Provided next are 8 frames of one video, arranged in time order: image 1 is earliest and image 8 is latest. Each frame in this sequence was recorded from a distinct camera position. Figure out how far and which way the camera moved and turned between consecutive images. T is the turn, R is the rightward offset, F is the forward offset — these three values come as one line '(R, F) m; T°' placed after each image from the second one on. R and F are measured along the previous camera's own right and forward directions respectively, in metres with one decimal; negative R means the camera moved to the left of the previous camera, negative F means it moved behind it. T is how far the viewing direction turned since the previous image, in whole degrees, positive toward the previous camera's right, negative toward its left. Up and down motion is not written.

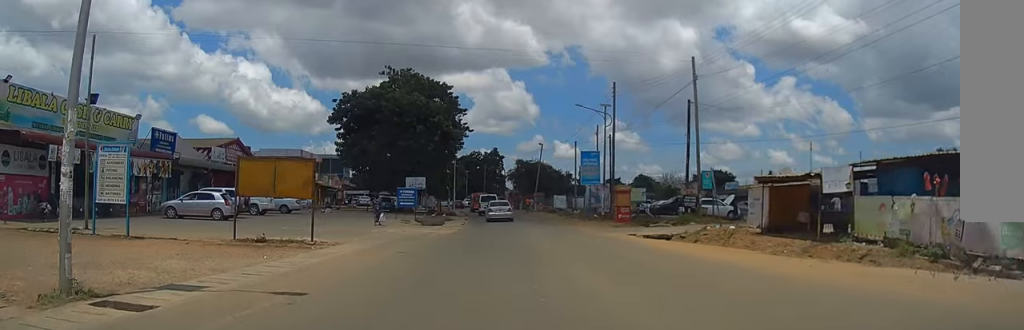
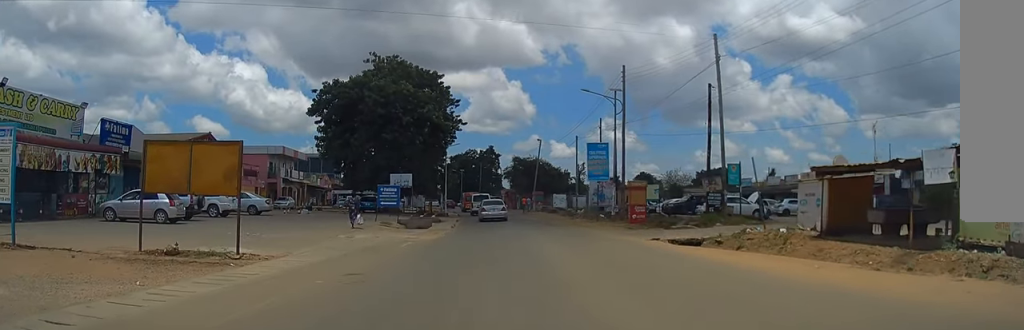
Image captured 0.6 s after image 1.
(+0.1, +5.7) m; 0°
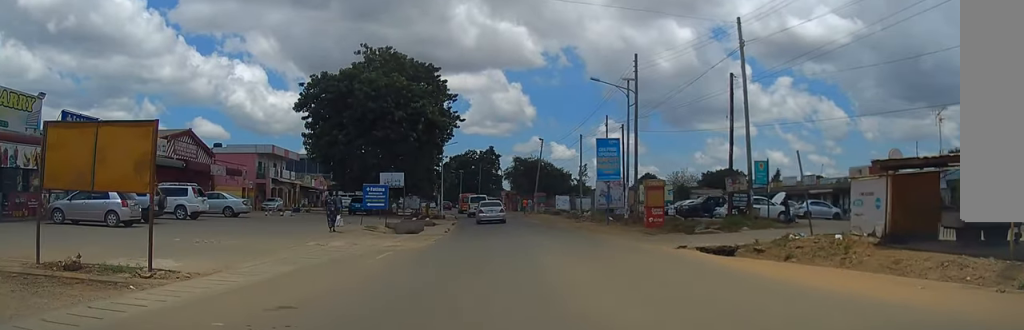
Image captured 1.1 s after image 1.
(-0.1, +4.0) m; 0°
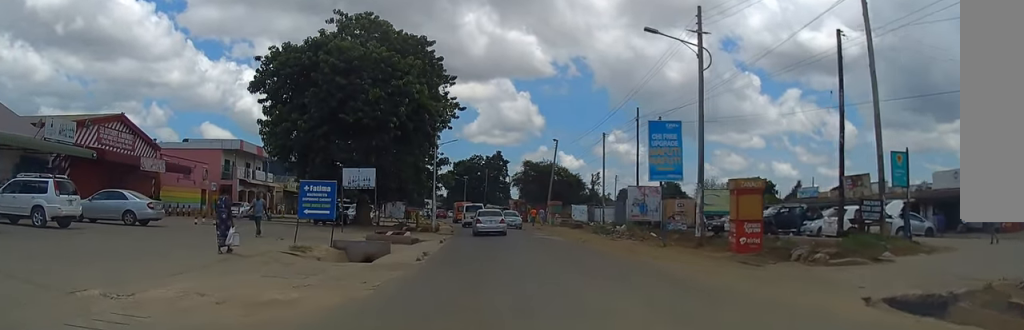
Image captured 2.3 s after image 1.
(0.0, +11.7) m; 0°
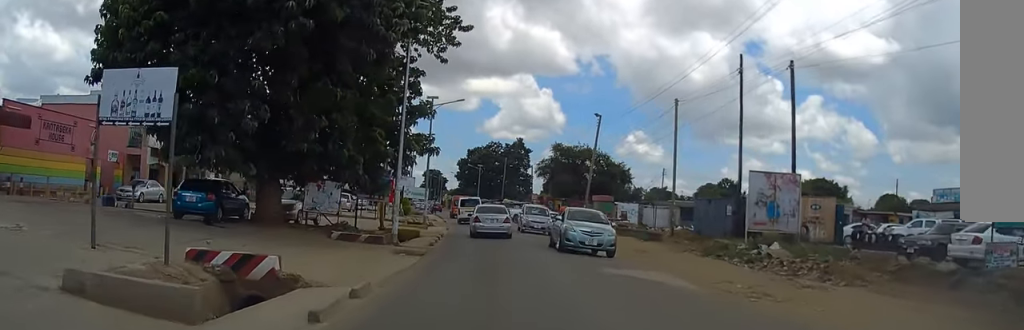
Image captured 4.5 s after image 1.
(-0.3, +21.0) m; -1°
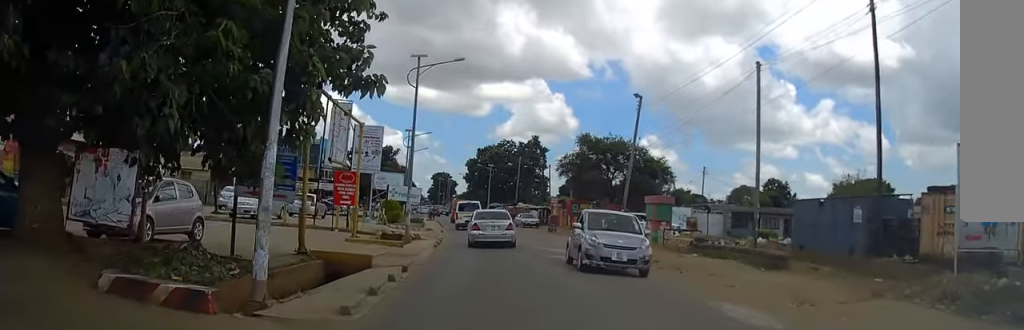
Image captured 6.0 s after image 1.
(-0.2, +13.4) m; -2°
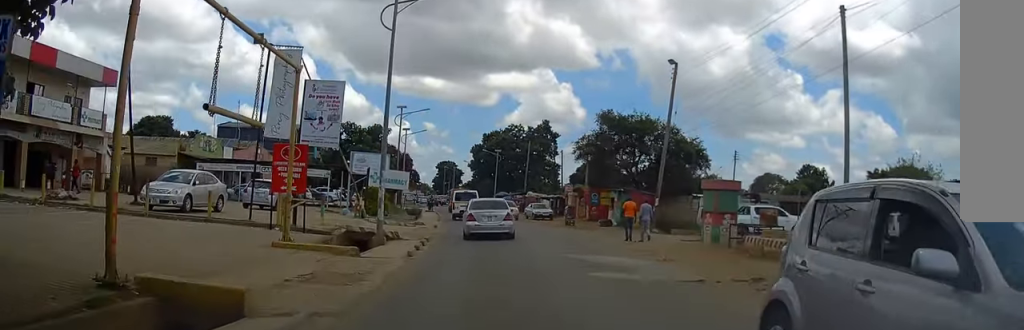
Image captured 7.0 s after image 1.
(-0.1, +8.5) m; -1°
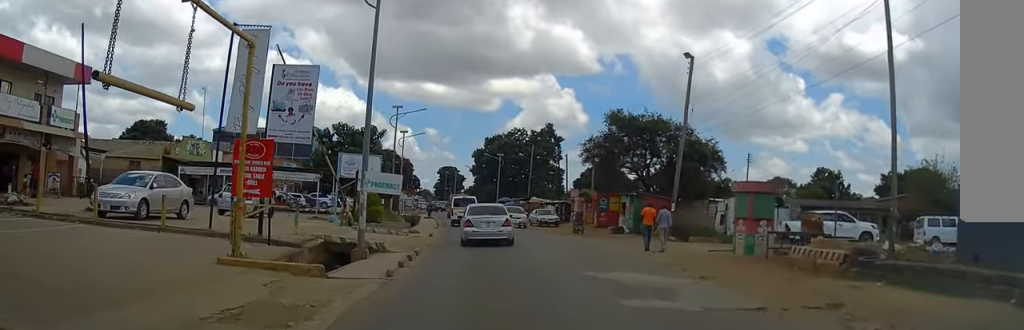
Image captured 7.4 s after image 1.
(0.0, +3.2) m; 0°
